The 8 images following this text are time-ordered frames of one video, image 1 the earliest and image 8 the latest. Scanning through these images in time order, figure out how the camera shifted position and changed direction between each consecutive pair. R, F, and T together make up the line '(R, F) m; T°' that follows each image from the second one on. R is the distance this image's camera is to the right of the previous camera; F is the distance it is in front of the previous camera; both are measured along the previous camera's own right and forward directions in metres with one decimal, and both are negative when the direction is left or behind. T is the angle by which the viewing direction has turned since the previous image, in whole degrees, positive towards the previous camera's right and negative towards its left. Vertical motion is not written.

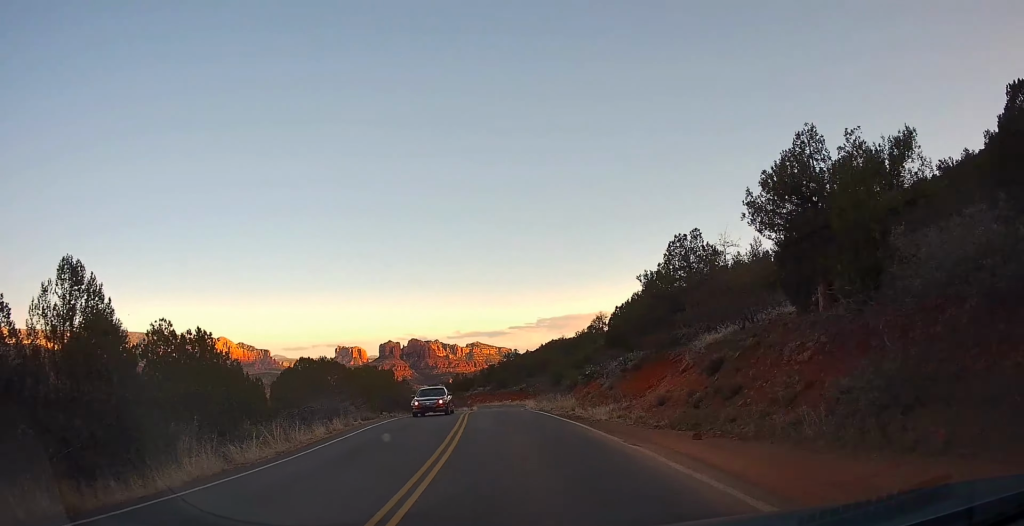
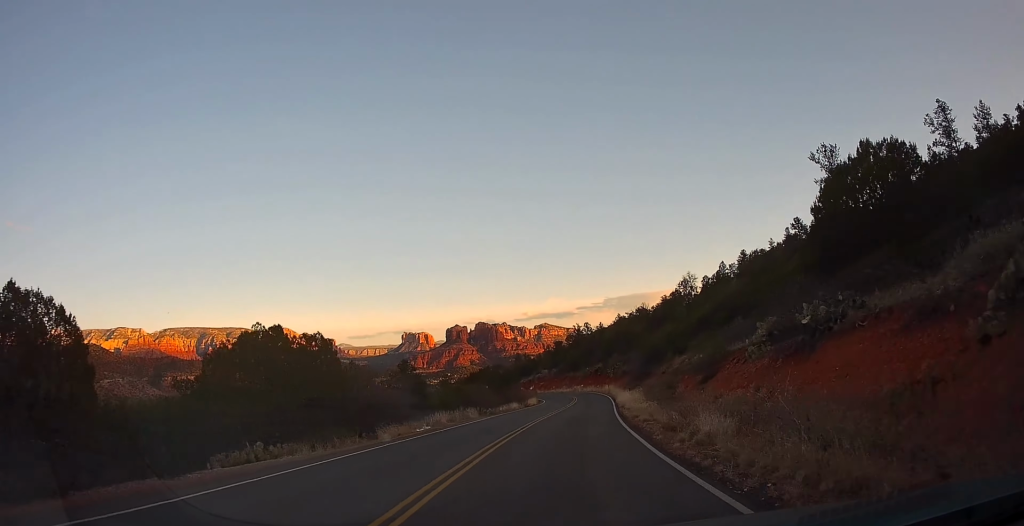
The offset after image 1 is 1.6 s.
(-2.4, +29.2) m; -7°
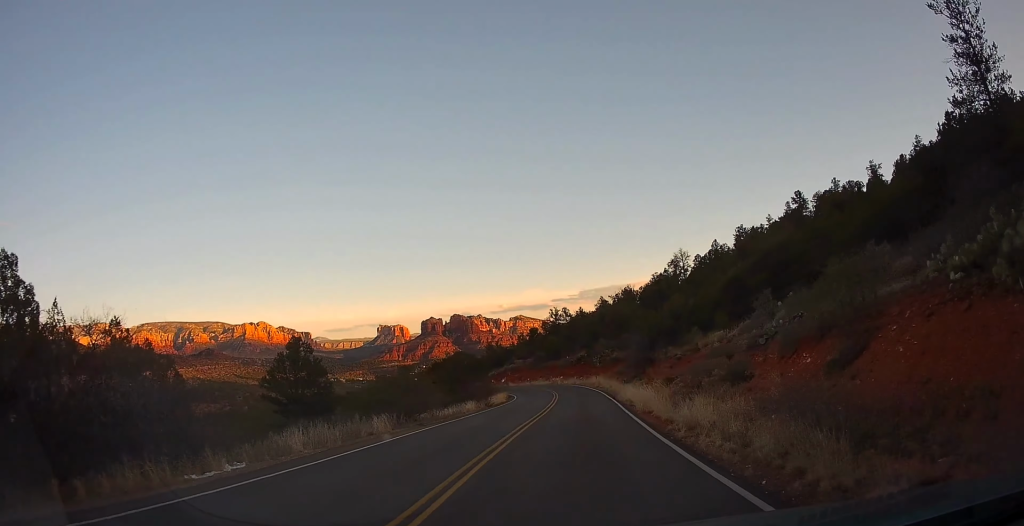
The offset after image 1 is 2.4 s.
(-0.3, +15.1) m; 0°
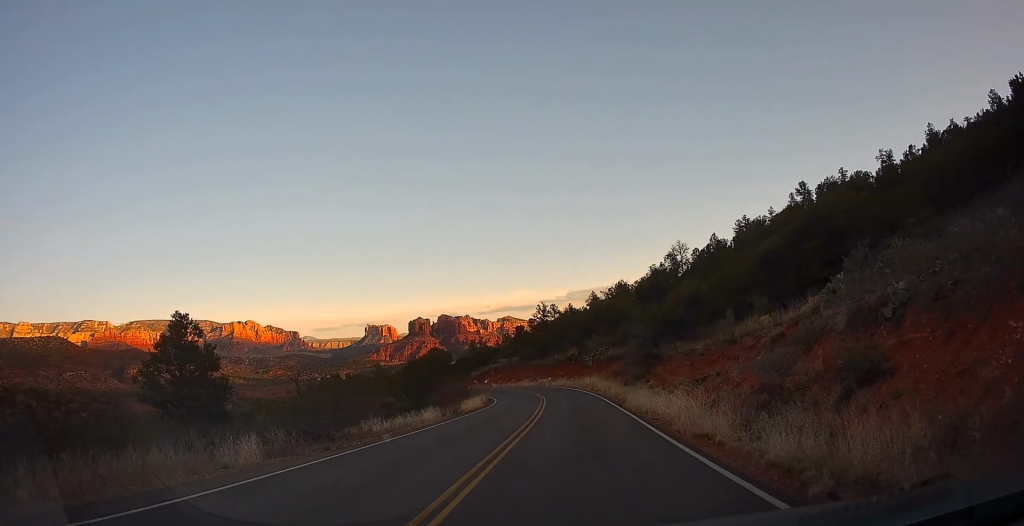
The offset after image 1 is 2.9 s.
(-0.2, +8.5) m; +1°
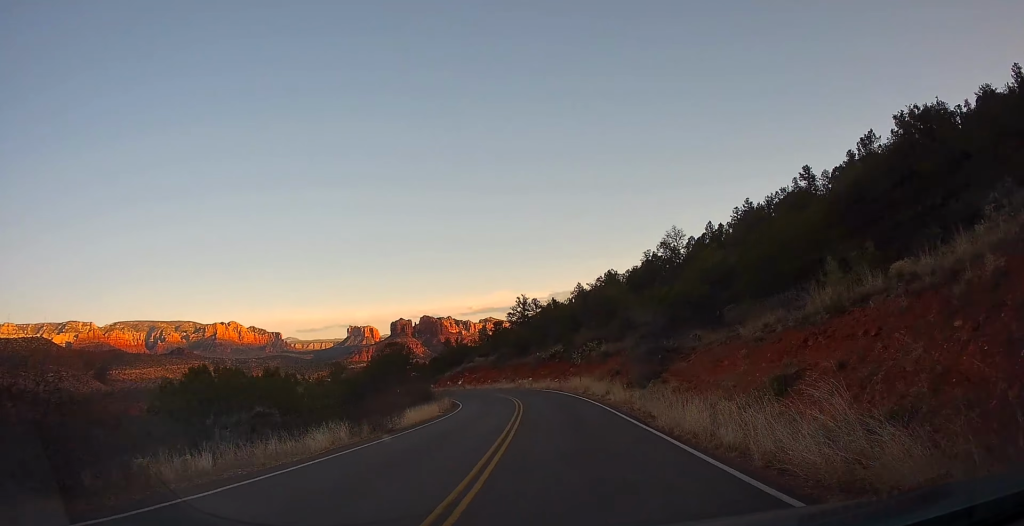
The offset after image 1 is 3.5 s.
(+0.3, +10.8) m; -1°
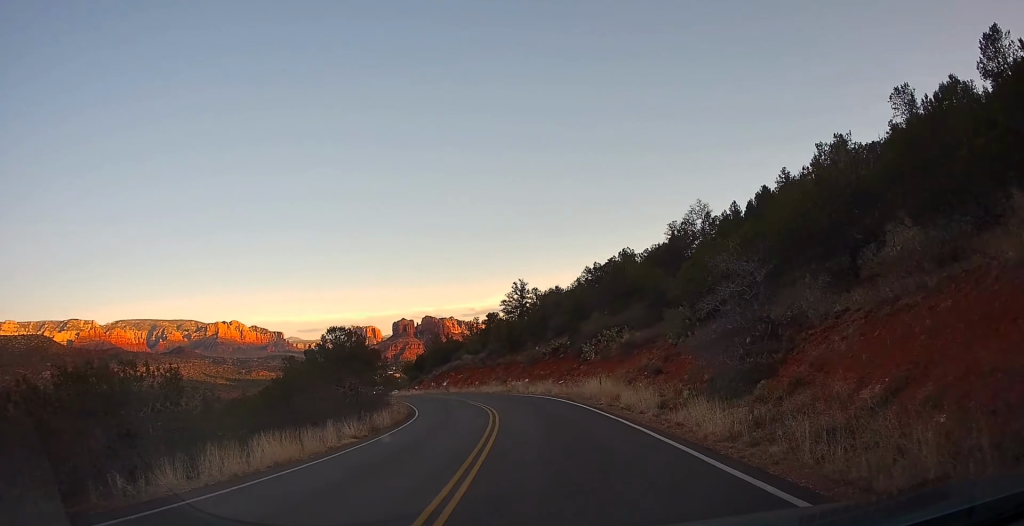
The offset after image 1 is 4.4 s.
(-0.1, +15.6) m; -2°
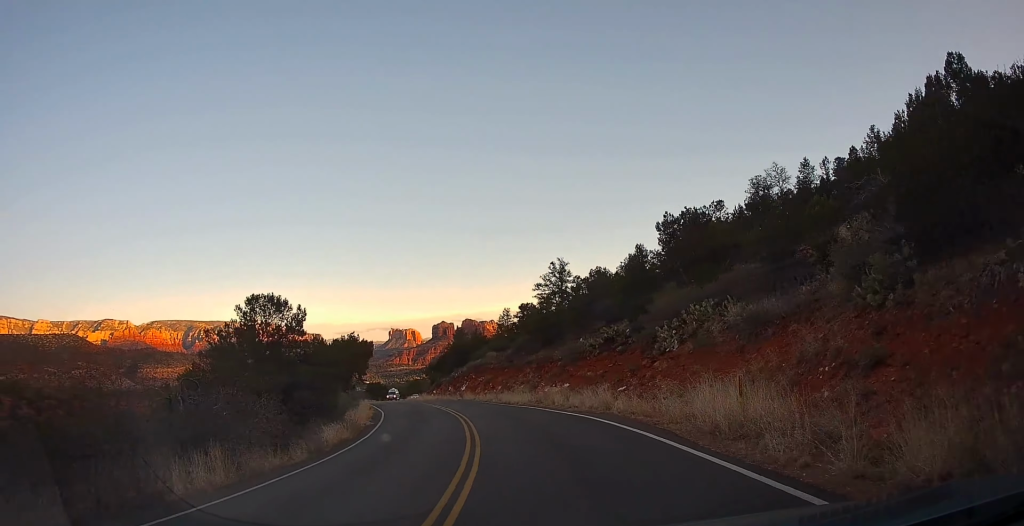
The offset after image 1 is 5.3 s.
(-0.7, +16.7) m; -2°
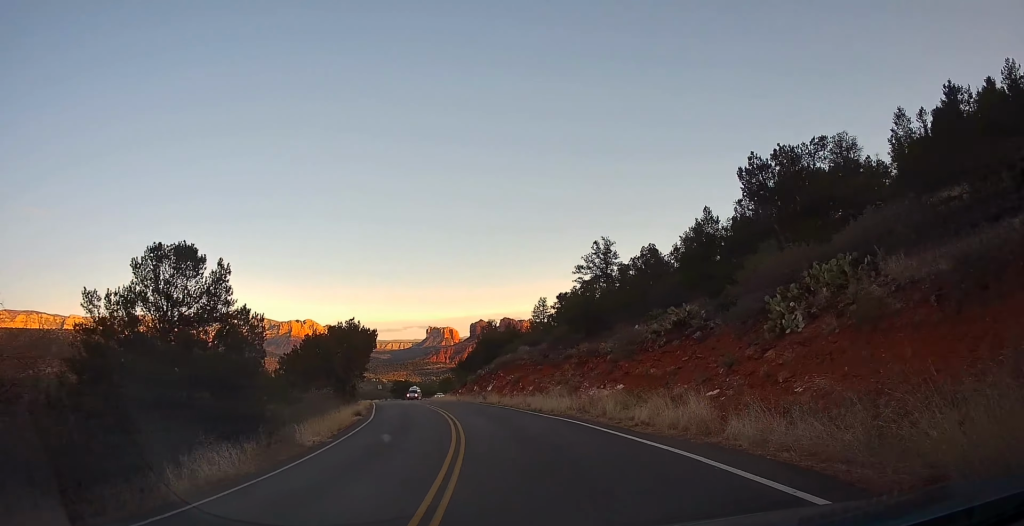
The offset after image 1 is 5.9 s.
(+0.2, +10.1) m; 0°
